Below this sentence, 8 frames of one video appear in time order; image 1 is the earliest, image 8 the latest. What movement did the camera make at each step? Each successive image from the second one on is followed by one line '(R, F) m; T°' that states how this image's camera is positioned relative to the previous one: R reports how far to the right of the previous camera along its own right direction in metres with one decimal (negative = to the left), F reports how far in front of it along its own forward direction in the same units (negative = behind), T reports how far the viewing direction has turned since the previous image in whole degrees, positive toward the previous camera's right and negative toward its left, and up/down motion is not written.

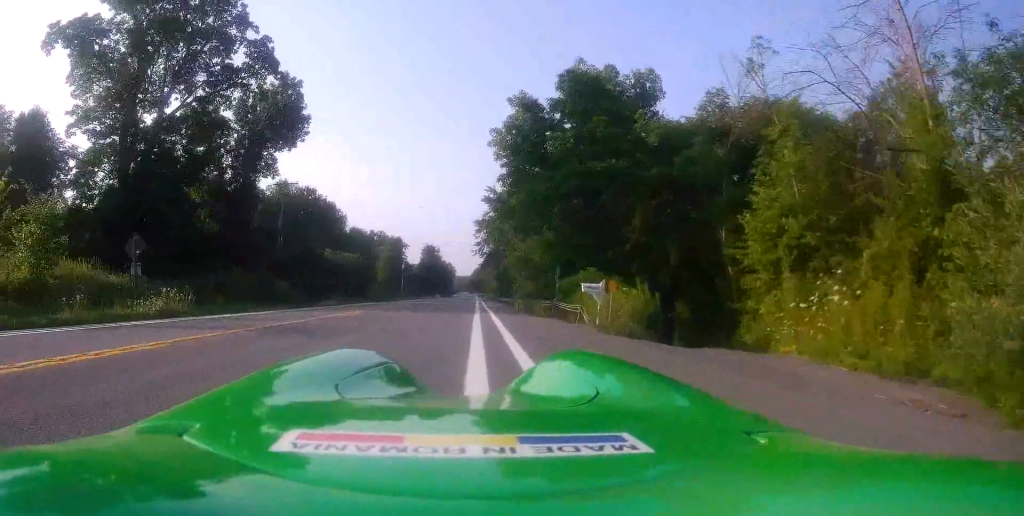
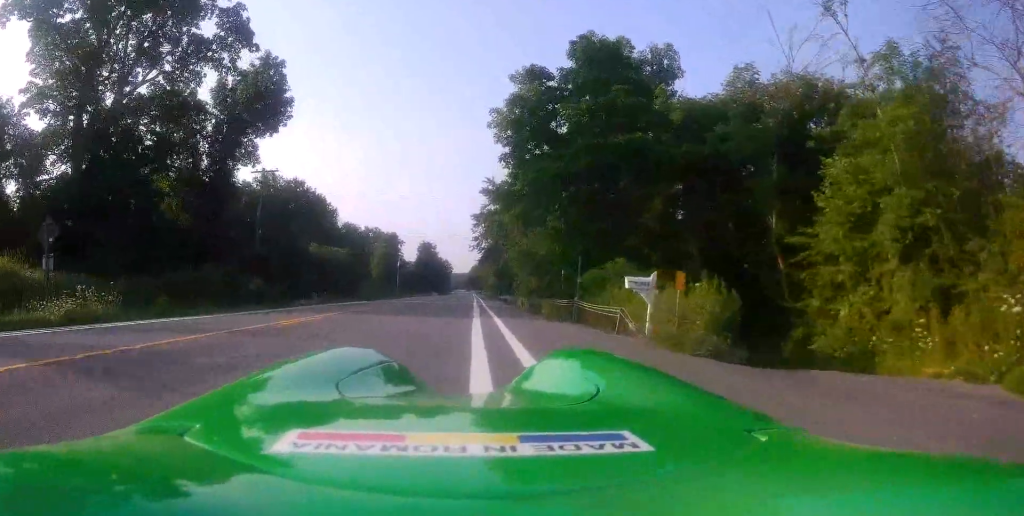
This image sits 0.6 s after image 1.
(+0.2, +5.1) m; -1°
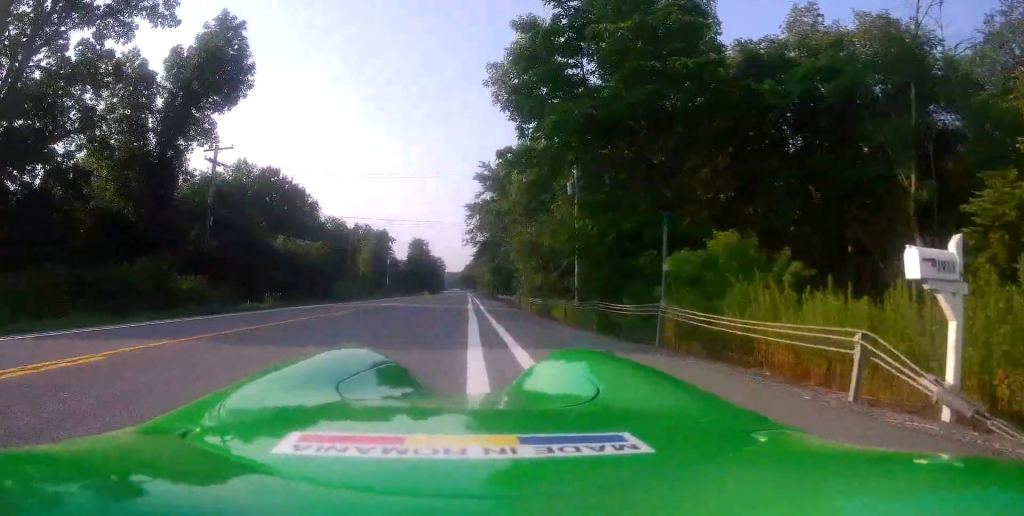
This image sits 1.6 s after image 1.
(-0.3, +8.2) m; 0°
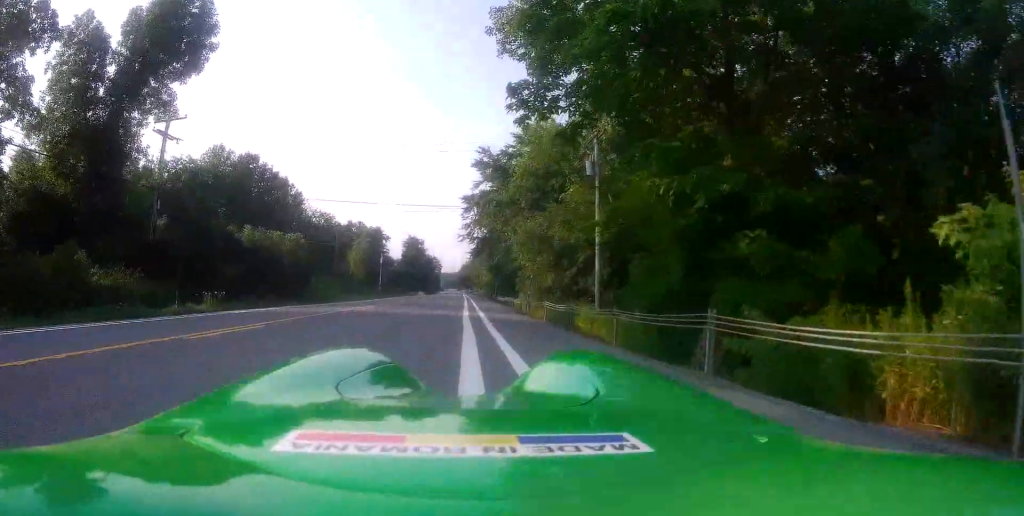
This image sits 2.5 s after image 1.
(+0.1, +6.9) m; +3°
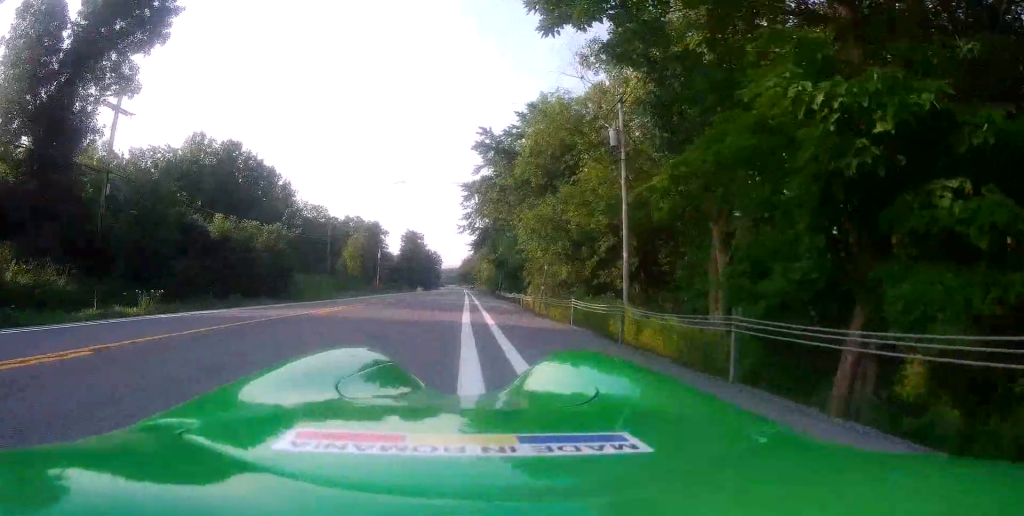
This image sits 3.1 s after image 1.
(+0.4, +5.3) m; +3°
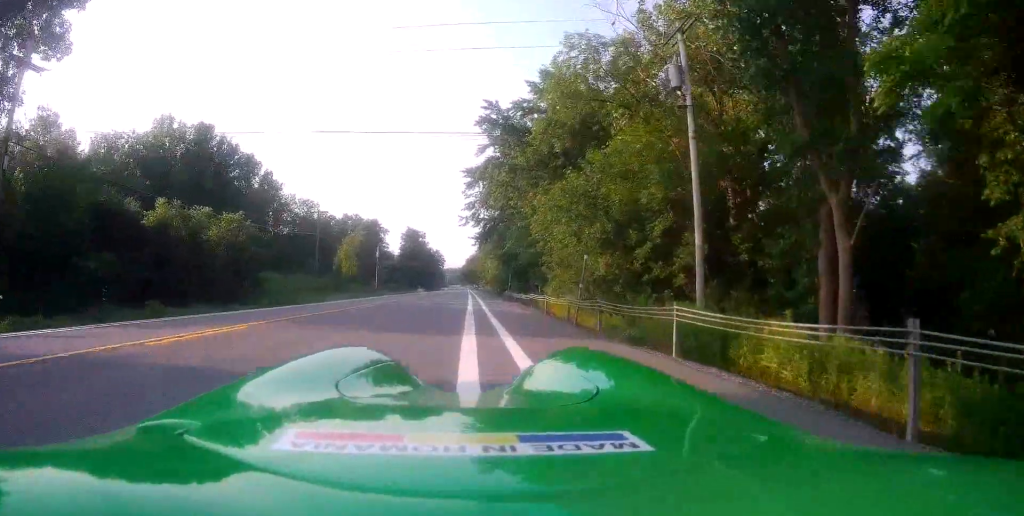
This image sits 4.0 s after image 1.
(-0.3, +7.9) m; -3°
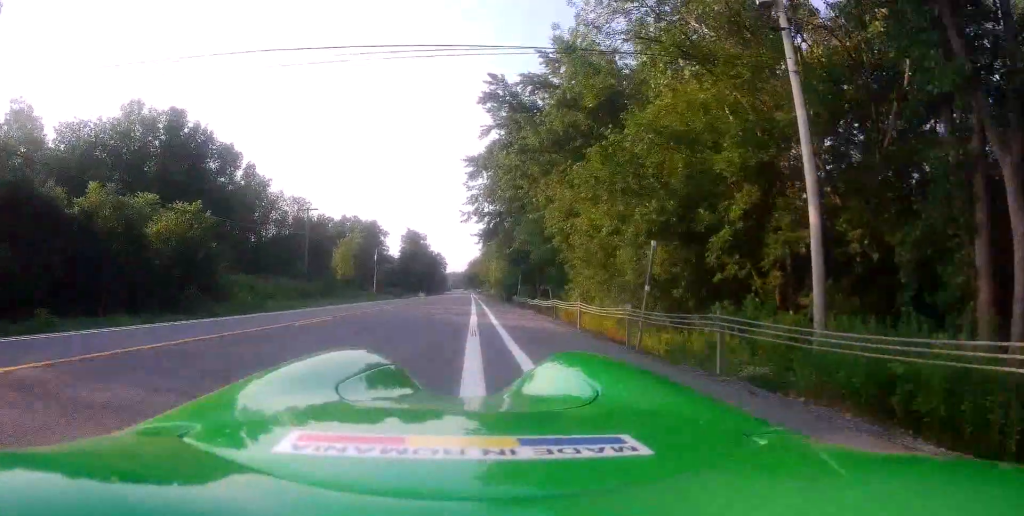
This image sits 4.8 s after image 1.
(-0.1, +6.4) m; -1°
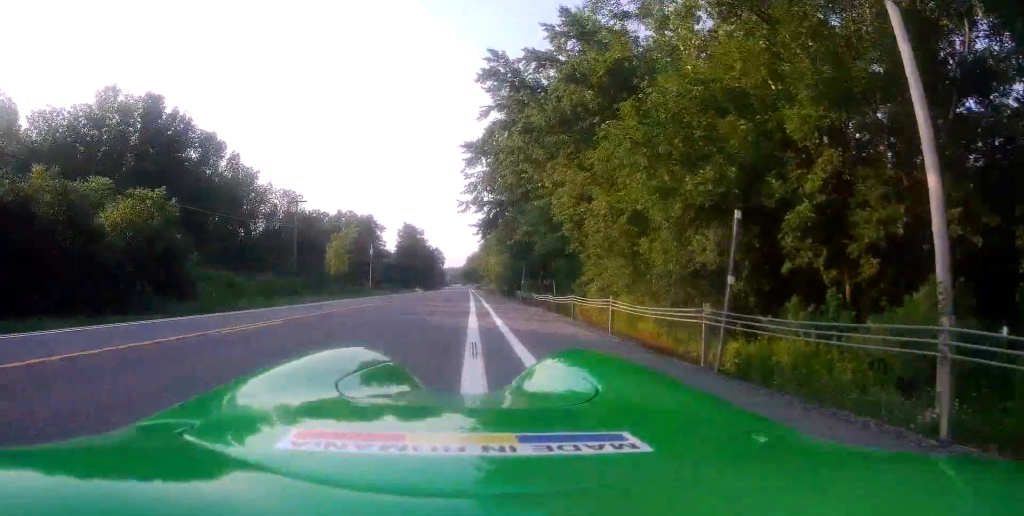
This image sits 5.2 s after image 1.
(0.0, +3.6) m; 0°
